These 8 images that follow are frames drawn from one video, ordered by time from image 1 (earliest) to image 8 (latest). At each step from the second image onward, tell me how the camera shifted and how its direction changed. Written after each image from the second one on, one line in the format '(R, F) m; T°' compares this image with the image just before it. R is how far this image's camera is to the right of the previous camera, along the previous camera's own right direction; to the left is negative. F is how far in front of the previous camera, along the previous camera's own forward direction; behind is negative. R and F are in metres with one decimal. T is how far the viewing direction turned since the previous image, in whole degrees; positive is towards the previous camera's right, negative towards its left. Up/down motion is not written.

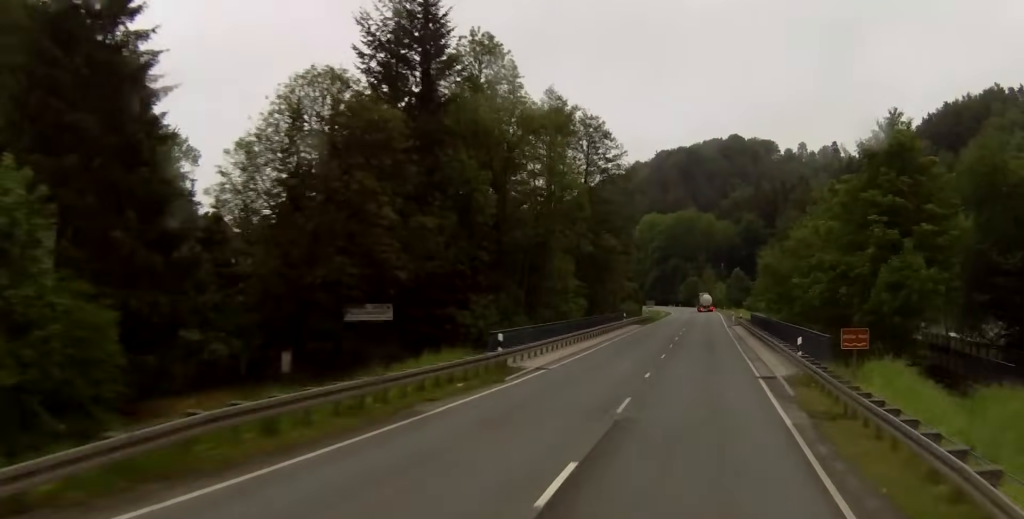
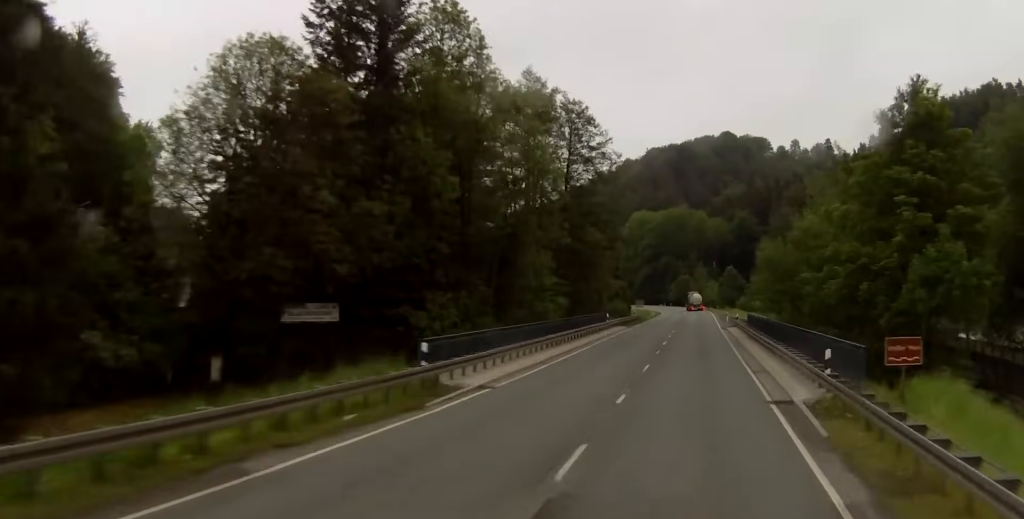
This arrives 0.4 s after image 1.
(+0.1, +7.4) m; 0°
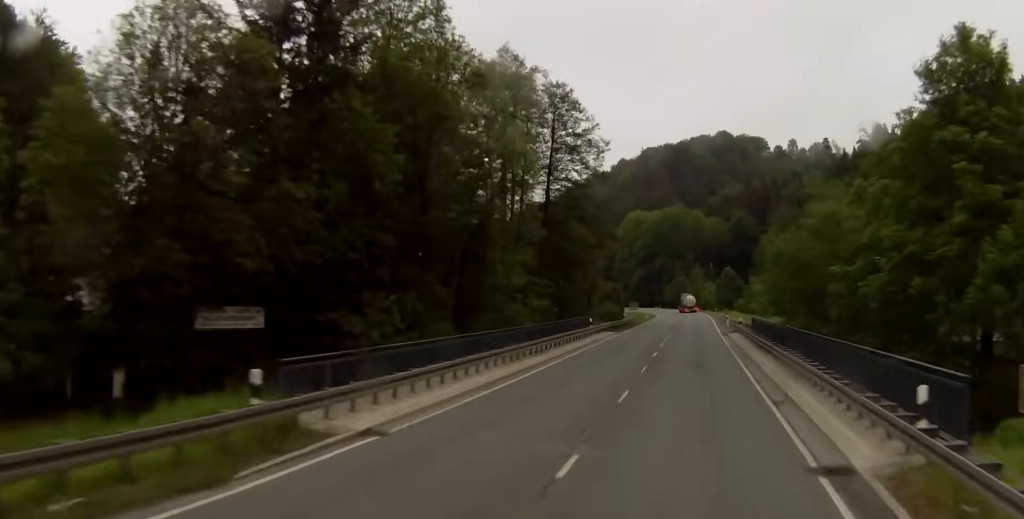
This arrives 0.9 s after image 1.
(0.0, +8.6) m; 0°
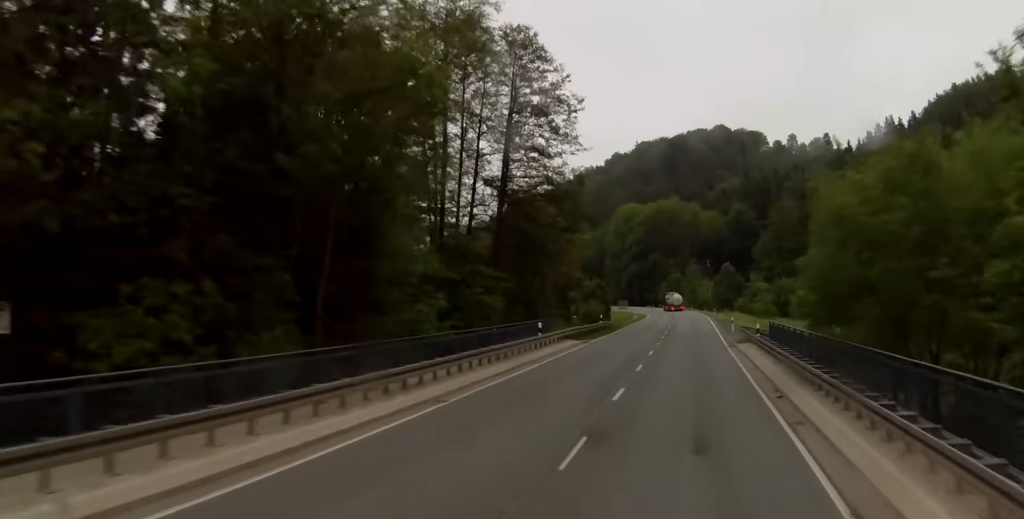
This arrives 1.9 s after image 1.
(-0.1, +17.3) m; 0°
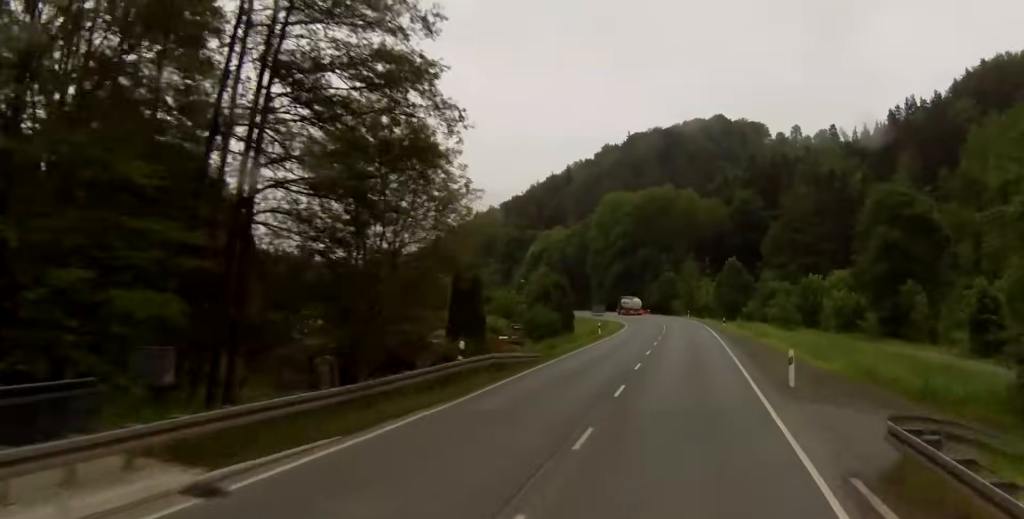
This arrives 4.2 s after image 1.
(+0.6, +38.8) m; +2°
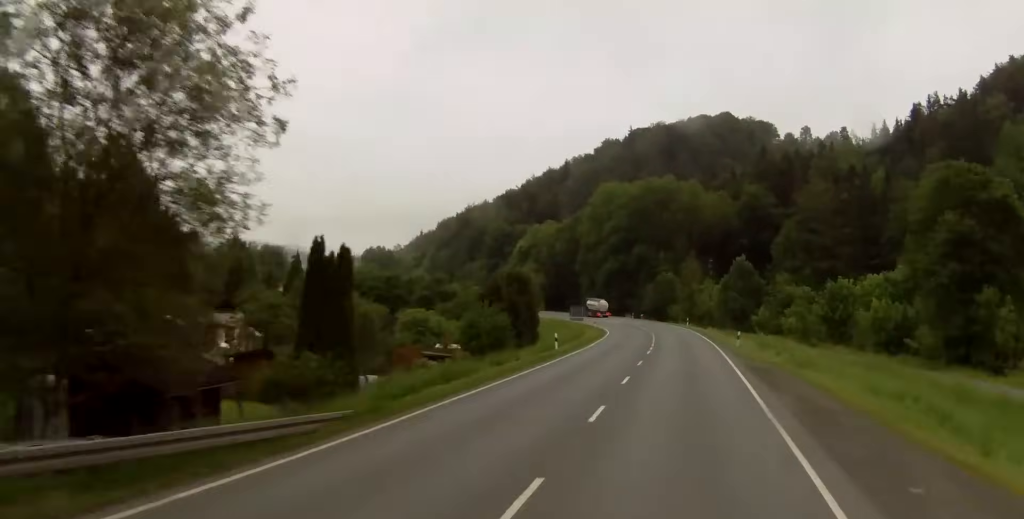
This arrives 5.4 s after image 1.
(+0.2, +22.3) m; 0°
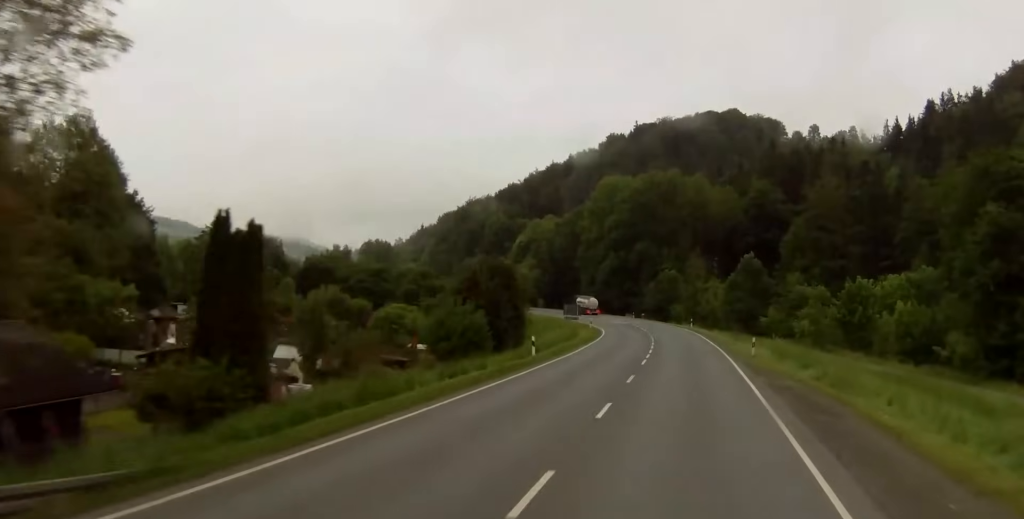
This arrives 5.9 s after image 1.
(-0.1, +8.3) m; 0°
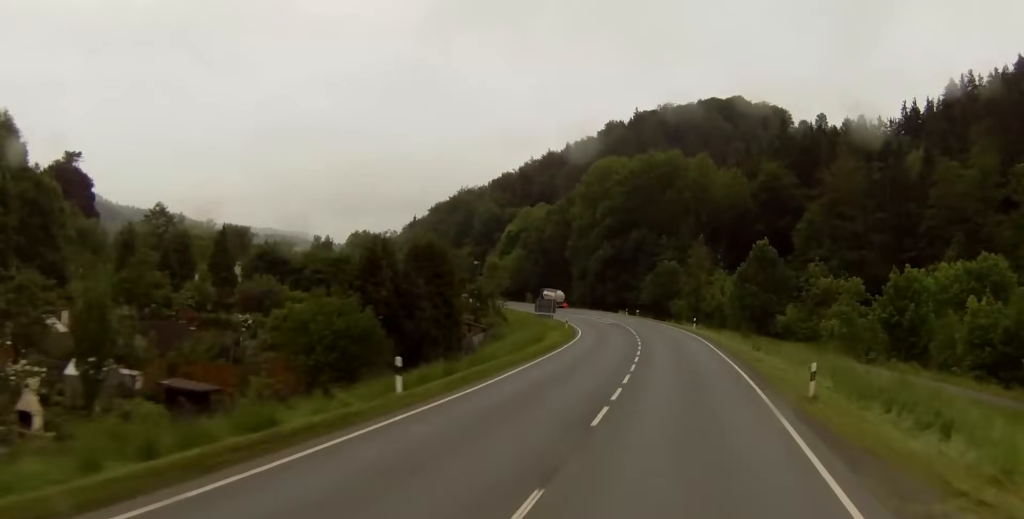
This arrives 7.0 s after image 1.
(-0.2, +19.0) m; -1°
